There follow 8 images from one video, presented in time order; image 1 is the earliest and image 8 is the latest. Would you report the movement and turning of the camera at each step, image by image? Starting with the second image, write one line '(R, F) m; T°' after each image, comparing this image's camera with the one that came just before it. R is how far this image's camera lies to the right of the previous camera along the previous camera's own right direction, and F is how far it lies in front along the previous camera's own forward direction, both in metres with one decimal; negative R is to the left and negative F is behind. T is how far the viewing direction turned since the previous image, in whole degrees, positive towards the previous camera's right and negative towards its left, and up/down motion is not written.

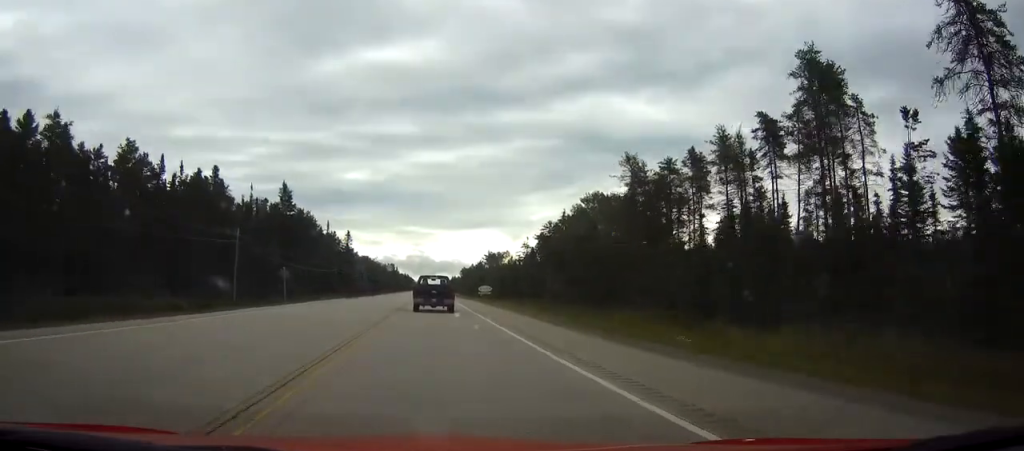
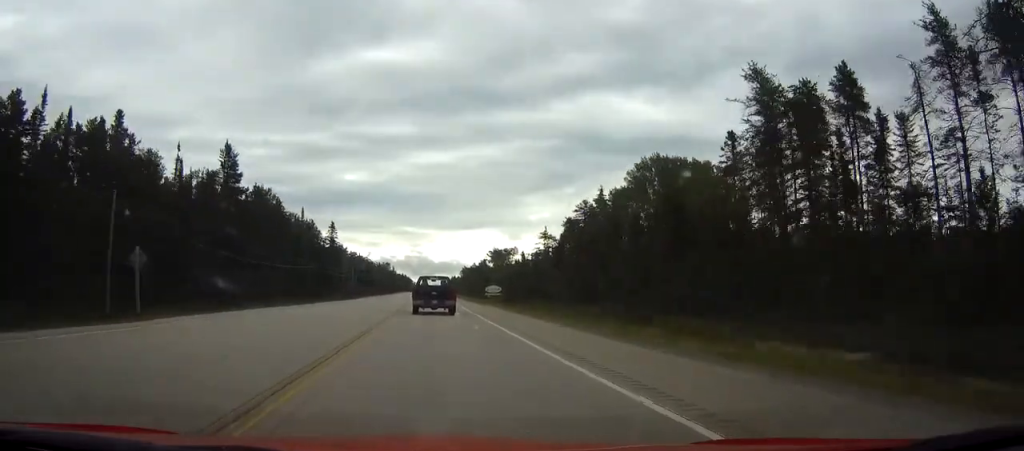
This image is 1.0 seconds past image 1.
(0.0, +31.2) m; 0°
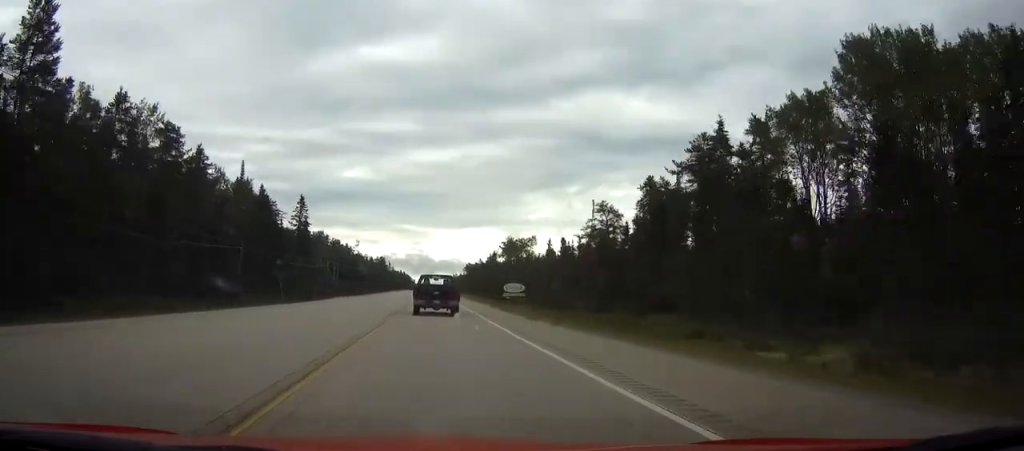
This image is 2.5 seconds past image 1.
(-0.1, +44.7) m; 0°
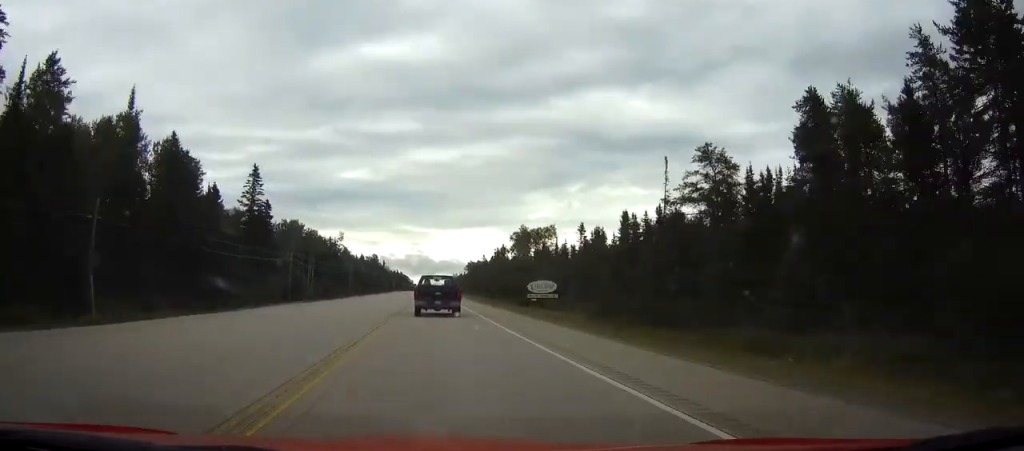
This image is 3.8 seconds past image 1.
(+0.2, +36.1) m; 0°
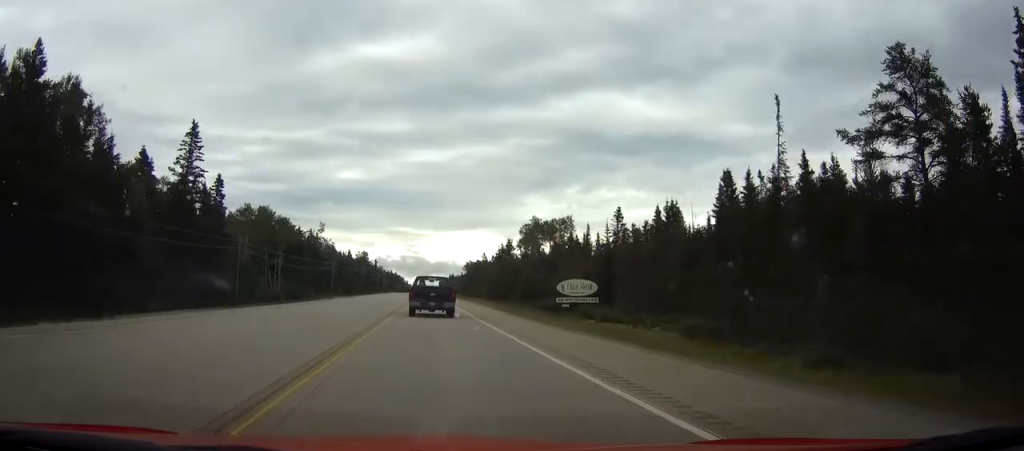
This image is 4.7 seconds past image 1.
(0.0, +27.1) m; 0°
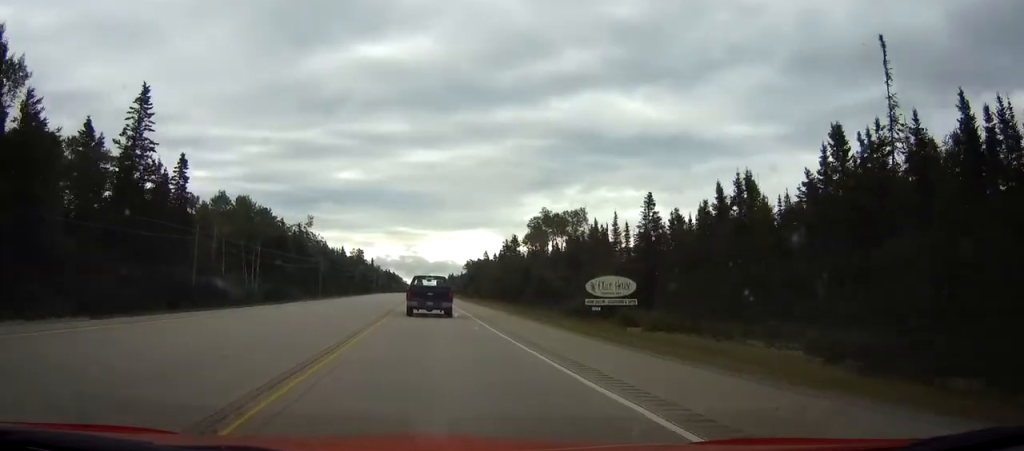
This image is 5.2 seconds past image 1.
(0.0, +14.6) m; 0°
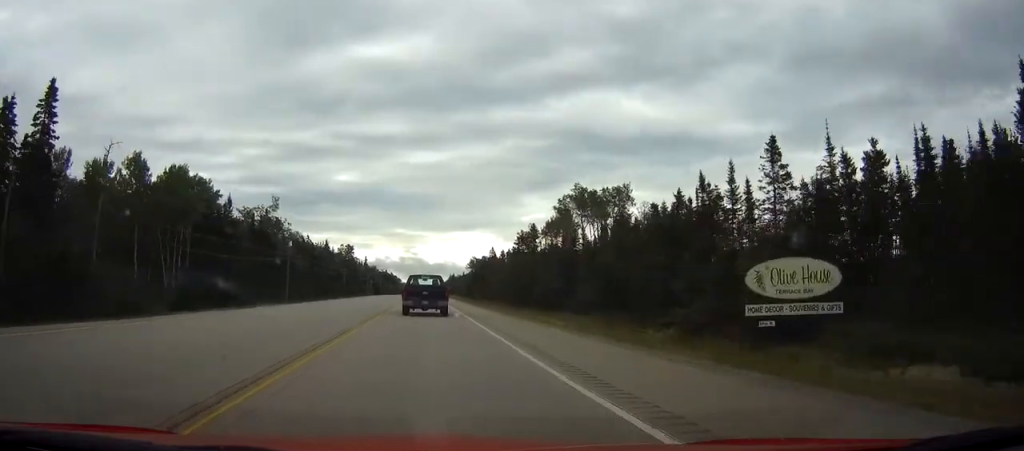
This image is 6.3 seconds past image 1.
(+0.1, +32.2) m; 0°
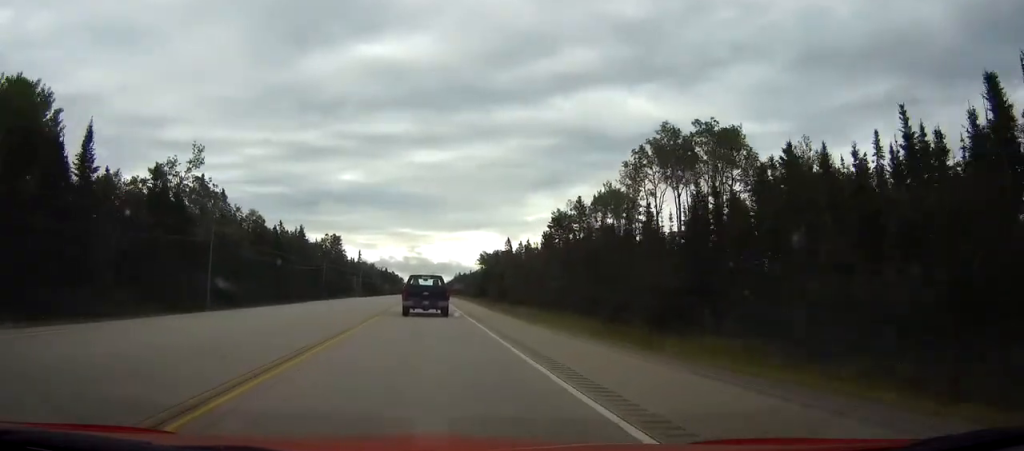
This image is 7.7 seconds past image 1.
(-0.1, +40.4) m; 0°
